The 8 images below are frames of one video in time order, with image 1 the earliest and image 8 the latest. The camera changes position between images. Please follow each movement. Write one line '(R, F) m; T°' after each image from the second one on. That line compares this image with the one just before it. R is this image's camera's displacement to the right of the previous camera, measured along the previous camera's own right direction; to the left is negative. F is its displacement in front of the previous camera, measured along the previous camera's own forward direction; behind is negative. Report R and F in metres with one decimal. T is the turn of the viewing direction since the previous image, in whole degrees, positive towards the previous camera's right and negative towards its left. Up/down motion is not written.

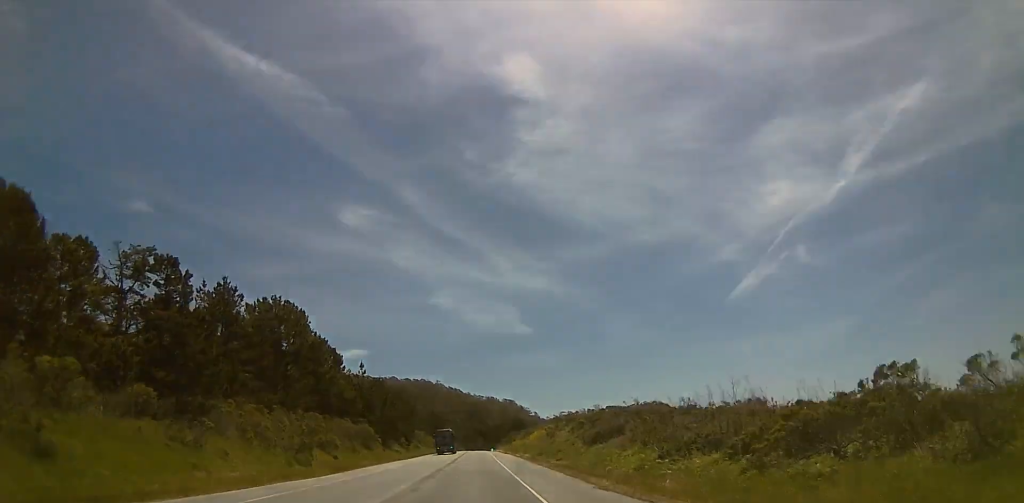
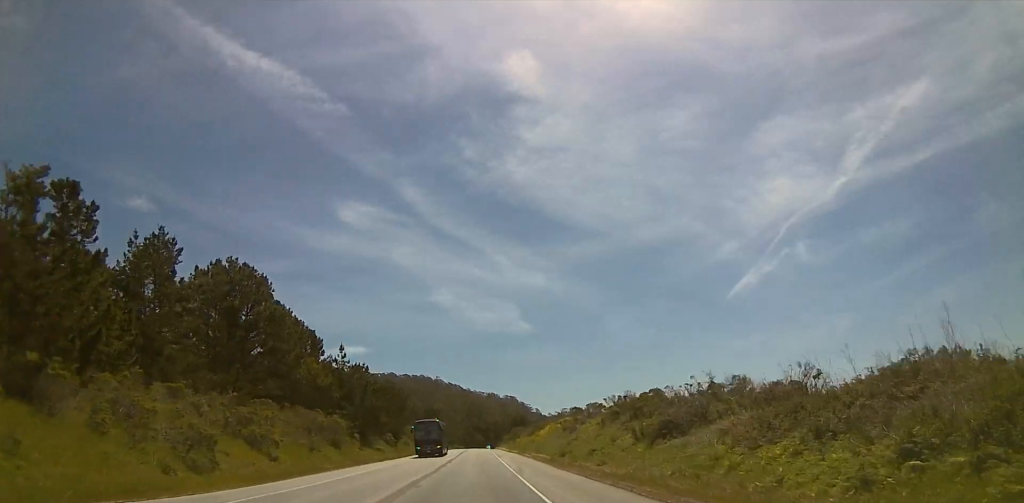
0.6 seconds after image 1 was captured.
(+0.3, +15.6) m; +1°
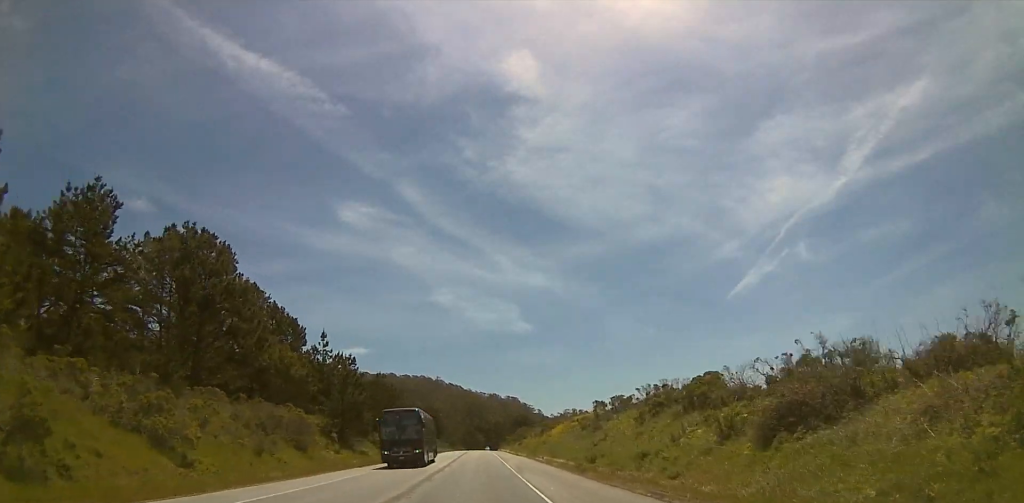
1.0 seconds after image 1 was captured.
(0.0, +10.2) m; 0°
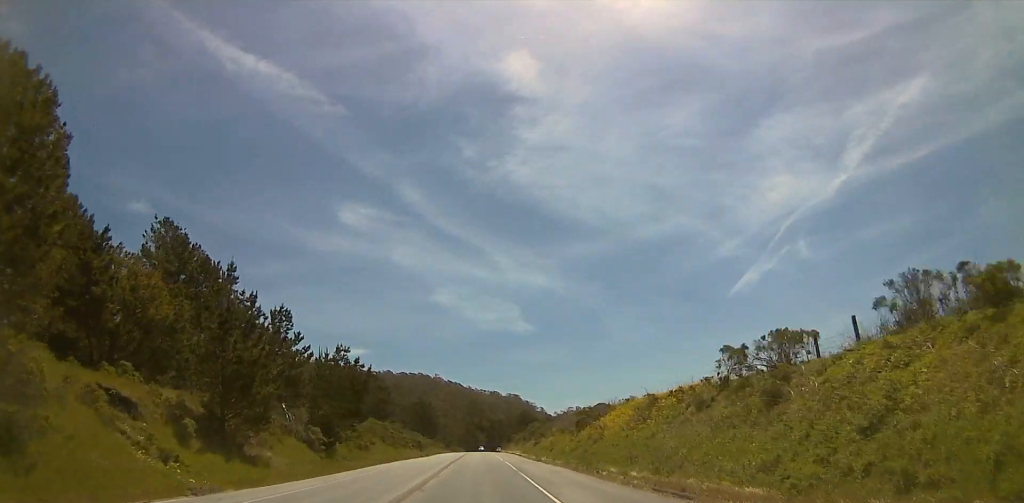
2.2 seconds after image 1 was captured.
(0.0, +25.2) m; 0°
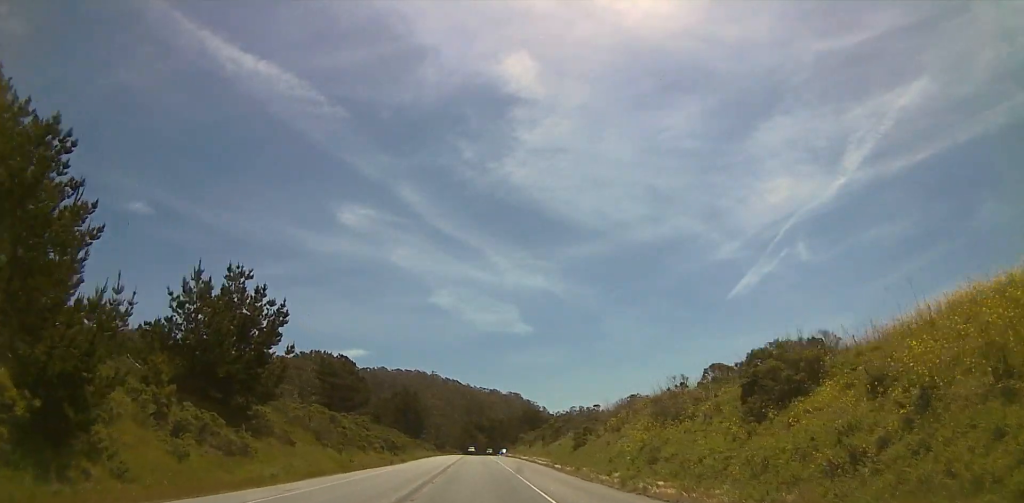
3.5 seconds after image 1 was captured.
(-0.1, +27.6) m; -1°
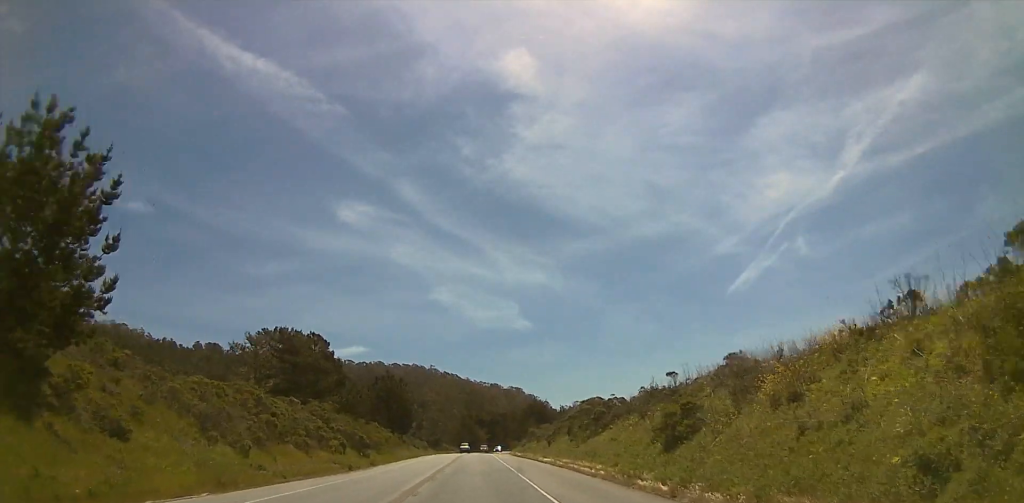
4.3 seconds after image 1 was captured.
(-0.2, +19.2) m; 0°
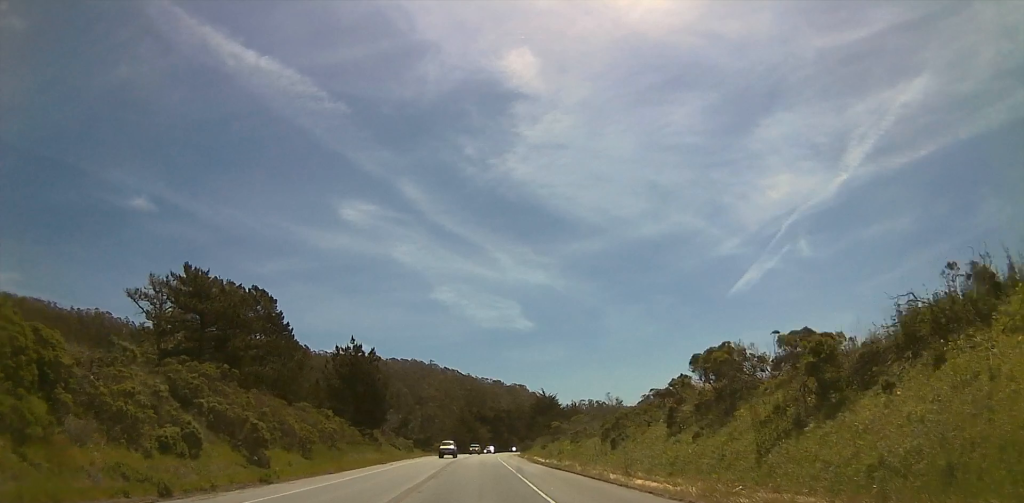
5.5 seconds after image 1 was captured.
(0.0, +26.0) m; 0°
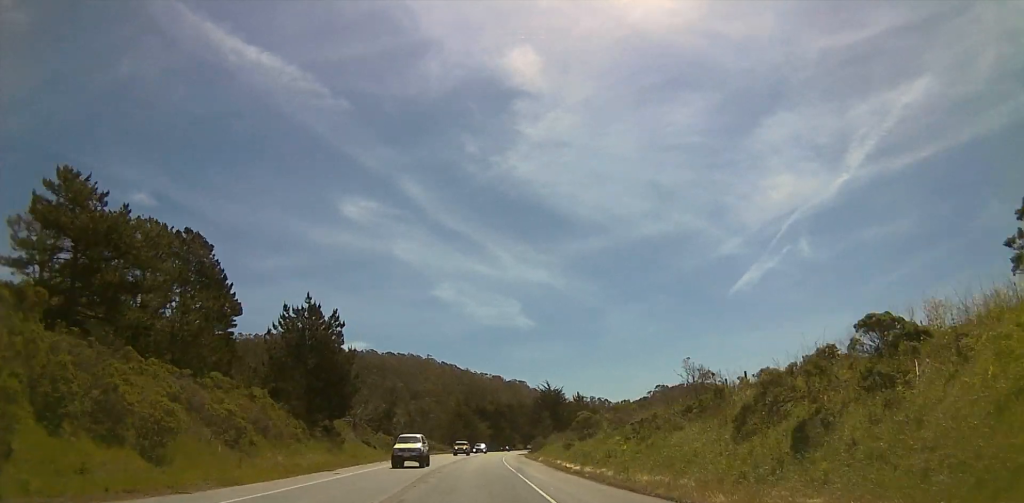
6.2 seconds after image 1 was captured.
(0.0, +18.1) m; 0°
